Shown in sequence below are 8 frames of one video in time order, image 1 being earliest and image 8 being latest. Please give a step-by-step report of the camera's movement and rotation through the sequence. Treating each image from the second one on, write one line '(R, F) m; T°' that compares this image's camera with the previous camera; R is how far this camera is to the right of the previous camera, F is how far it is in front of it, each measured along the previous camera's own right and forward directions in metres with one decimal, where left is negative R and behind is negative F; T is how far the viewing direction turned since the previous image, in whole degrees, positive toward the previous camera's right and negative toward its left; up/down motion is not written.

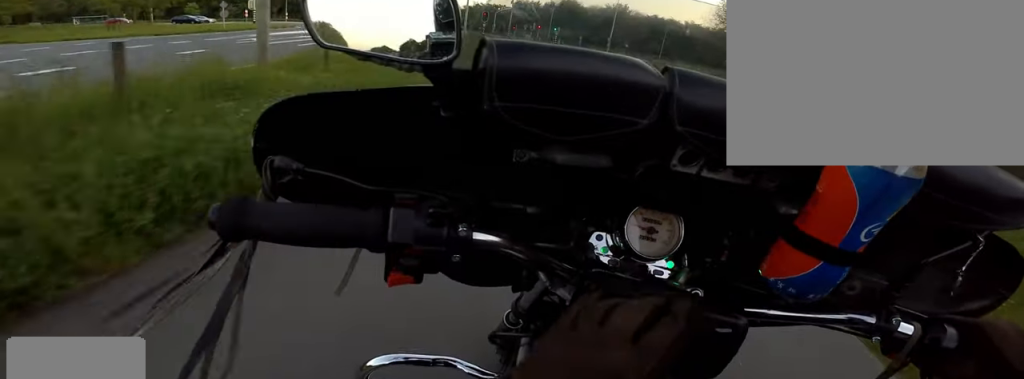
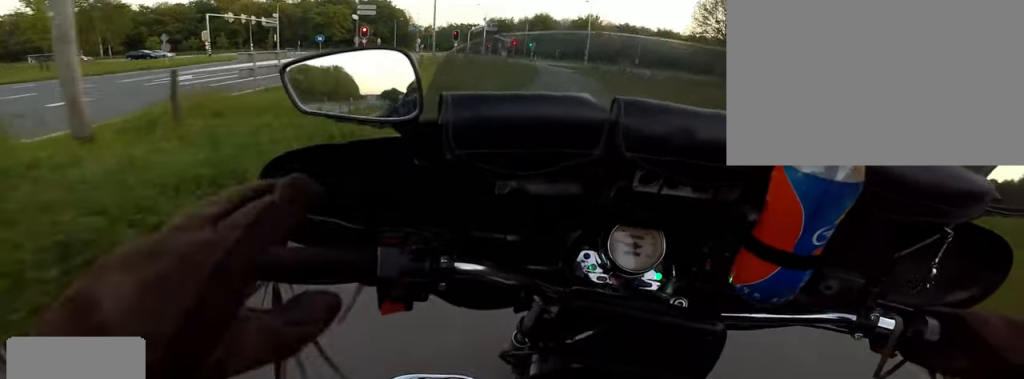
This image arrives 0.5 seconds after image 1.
(+0.3, +2.7) m; +6°
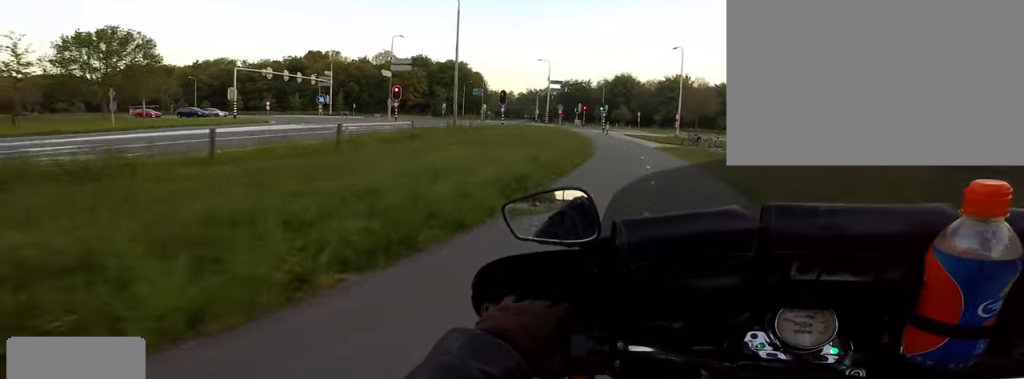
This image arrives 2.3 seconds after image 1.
(+2.3, +12.1) m; +10°
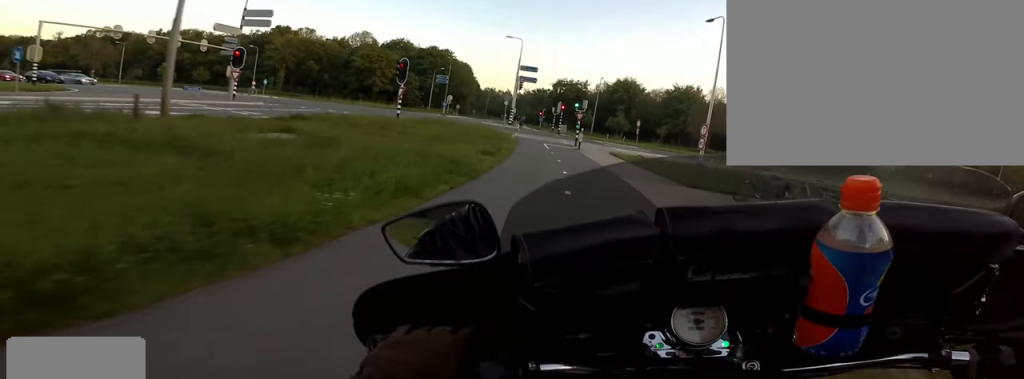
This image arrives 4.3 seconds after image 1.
(-3.0, +16.5) m; -15°
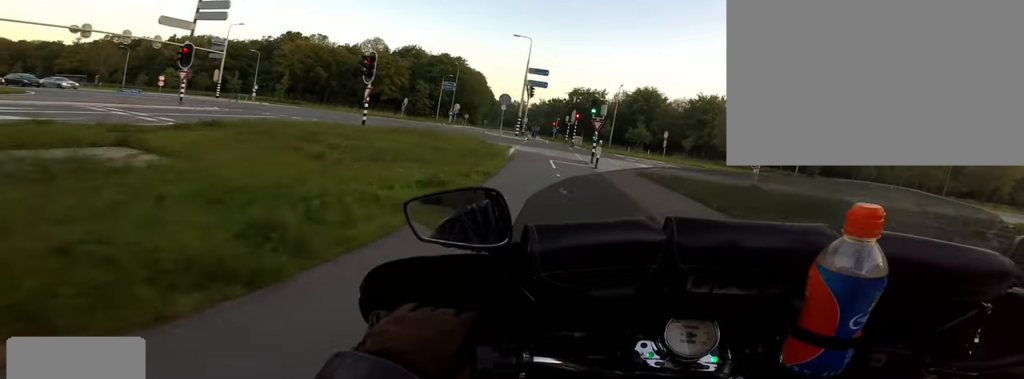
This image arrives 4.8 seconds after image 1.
(+0.1, +4.8) m; +1°
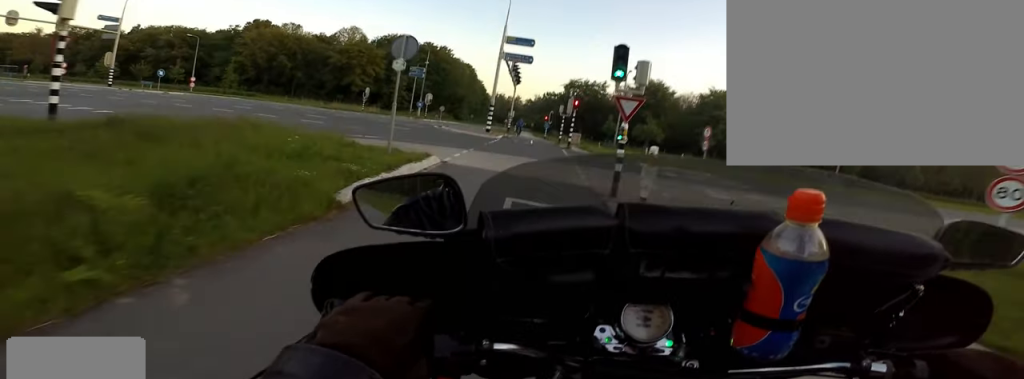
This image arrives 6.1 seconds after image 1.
(+0.1, +10.4) m; -4°
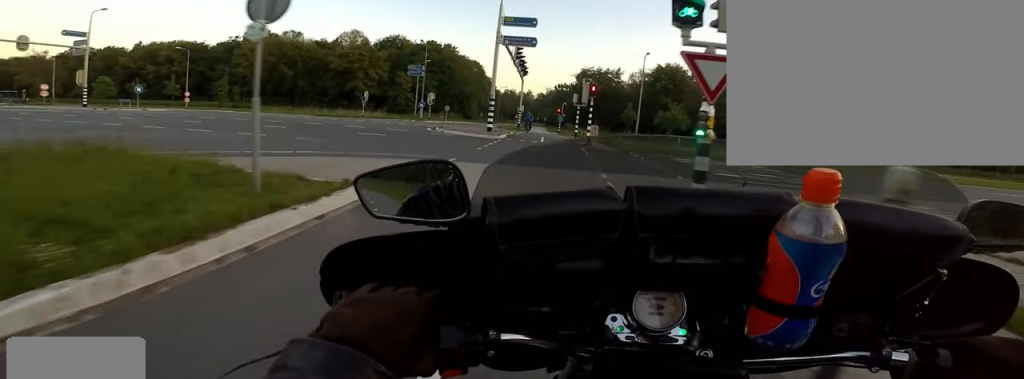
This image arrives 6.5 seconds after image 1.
(-0.3, +3.5) m; -6°
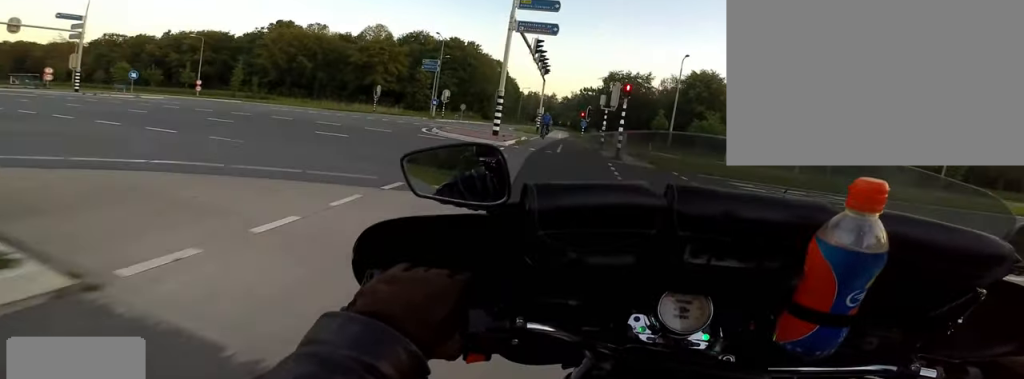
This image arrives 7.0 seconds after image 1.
(0.0, +3.5) m; -6°
